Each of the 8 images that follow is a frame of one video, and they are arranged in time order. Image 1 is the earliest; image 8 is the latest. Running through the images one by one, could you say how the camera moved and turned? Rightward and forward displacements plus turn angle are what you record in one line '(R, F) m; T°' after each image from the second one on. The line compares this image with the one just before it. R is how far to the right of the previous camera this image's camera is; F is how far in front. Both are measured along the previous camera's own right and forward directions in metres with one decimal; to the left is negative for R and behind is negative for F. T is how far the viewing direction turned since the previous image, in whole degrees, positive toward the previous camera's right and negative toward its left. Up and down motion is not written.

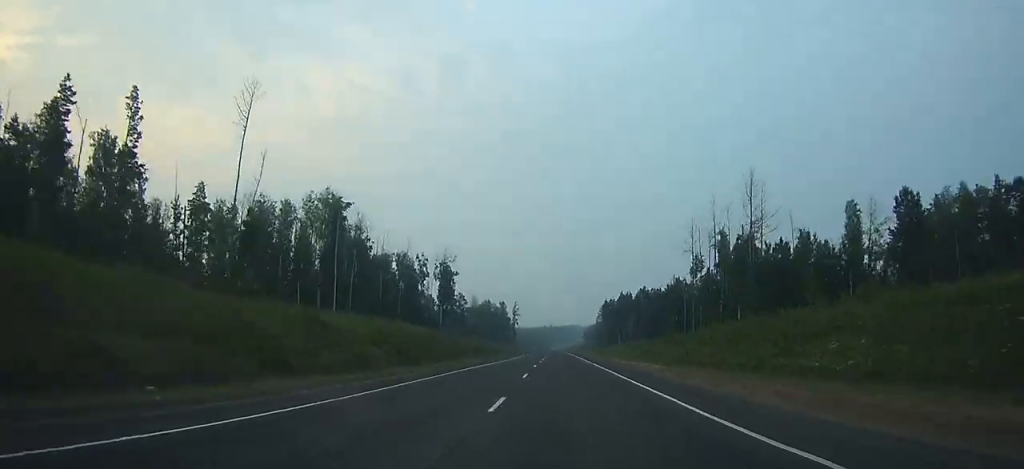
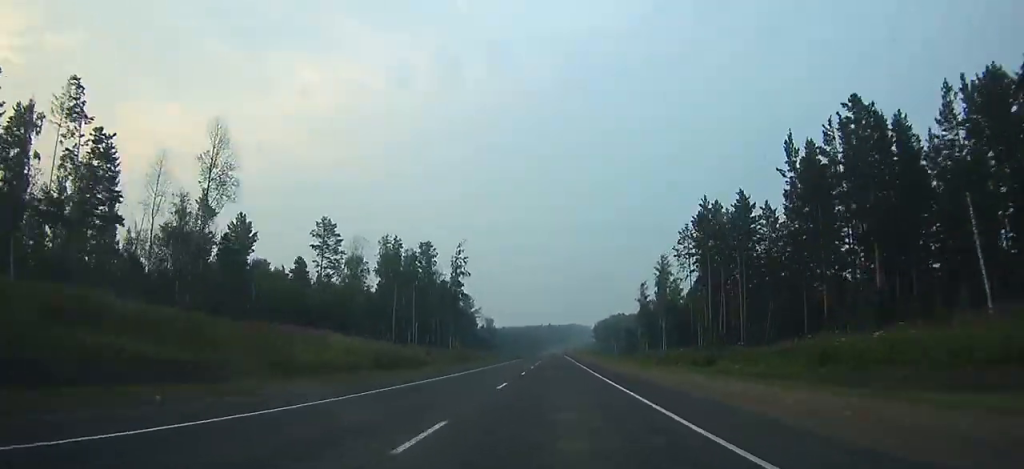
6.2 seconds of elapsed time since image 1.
(+0.5, +184.9) m; 0°
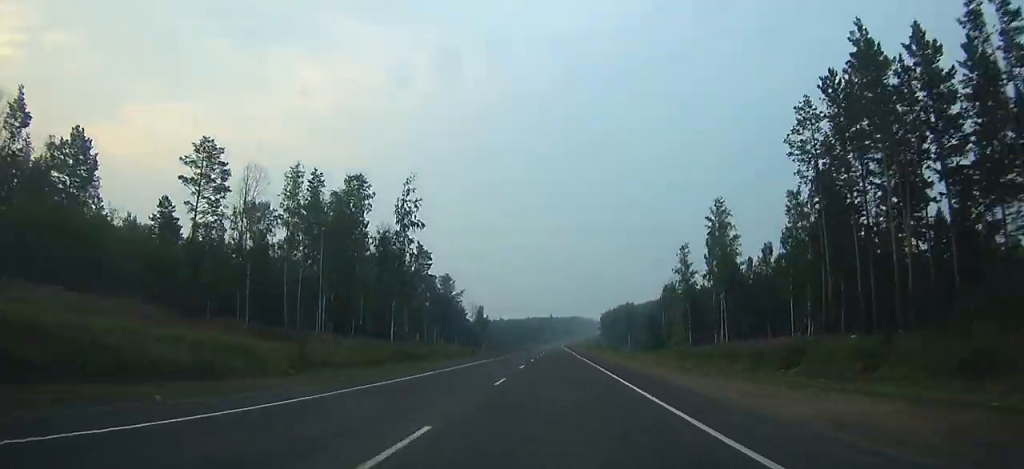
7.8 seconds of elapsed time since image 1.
(+0.1, +46.9) m; 0°
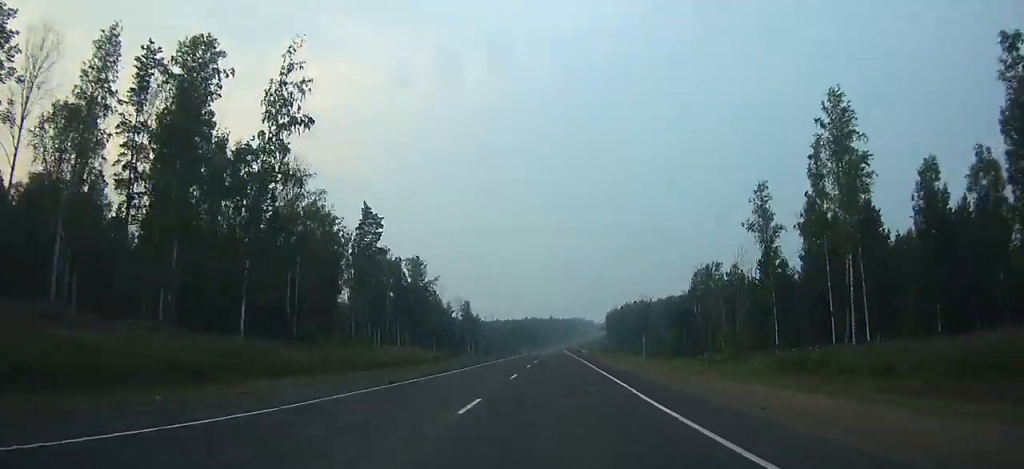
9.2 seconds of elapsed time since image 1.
(-0.2, +41.4) m; 0°
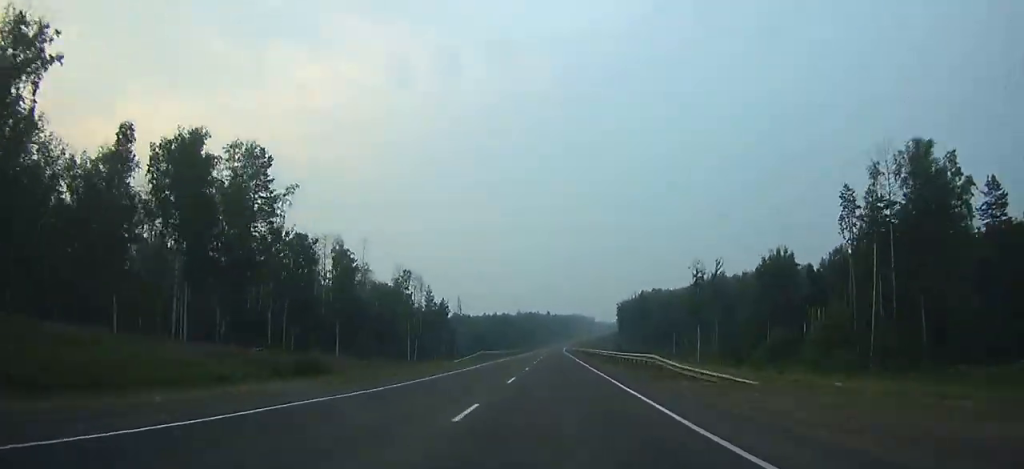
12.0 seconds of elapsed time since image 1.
(-0.2, +85.3) m; 0°
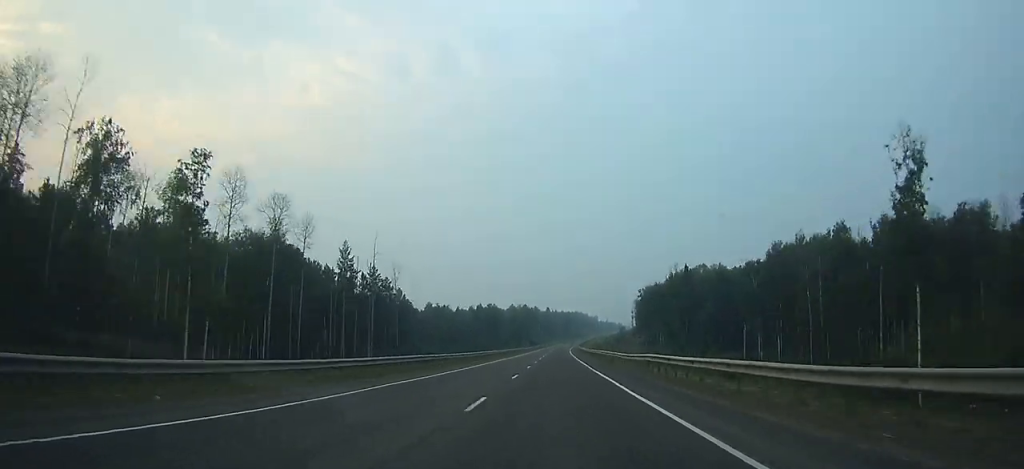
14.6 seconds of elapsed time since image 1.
(+0.1, +82.6) m; 0°
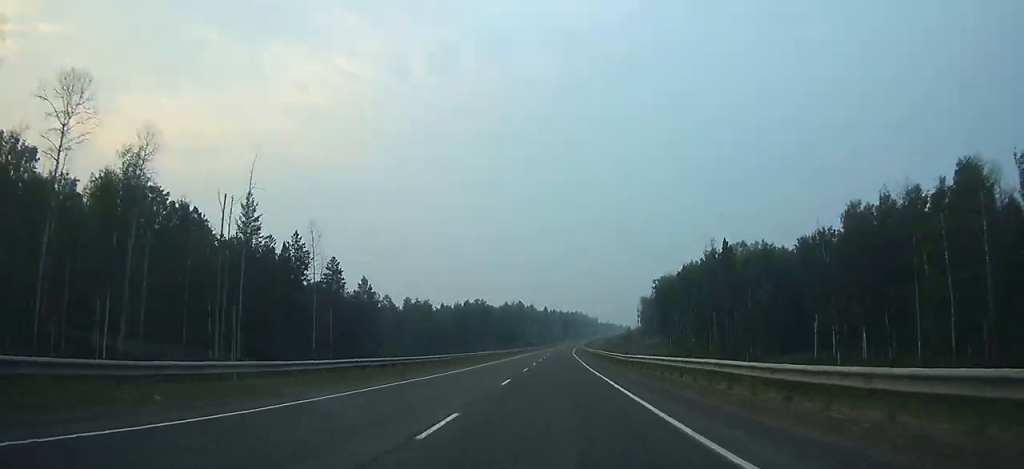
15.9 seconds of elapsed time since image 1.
(0.0, +41.5) m; 0°
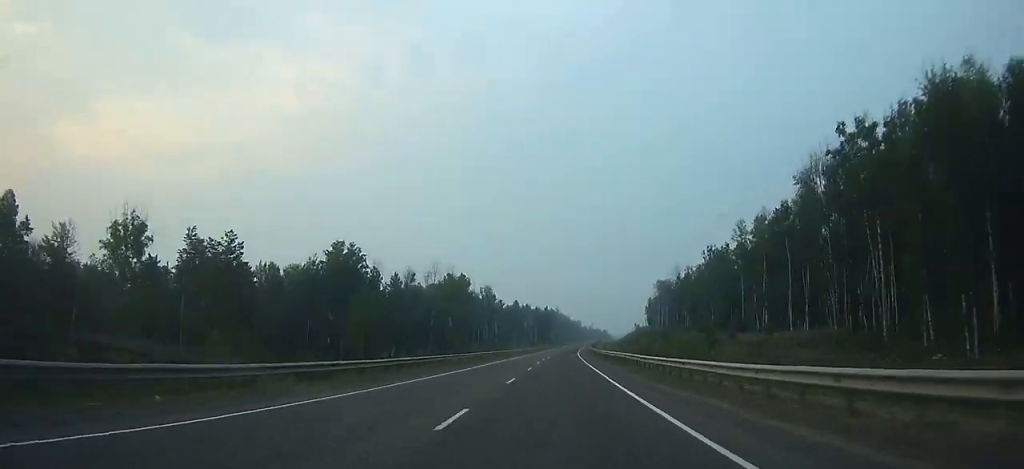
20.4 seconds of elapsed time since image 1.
(+2.1, +141.8) m; +2°
